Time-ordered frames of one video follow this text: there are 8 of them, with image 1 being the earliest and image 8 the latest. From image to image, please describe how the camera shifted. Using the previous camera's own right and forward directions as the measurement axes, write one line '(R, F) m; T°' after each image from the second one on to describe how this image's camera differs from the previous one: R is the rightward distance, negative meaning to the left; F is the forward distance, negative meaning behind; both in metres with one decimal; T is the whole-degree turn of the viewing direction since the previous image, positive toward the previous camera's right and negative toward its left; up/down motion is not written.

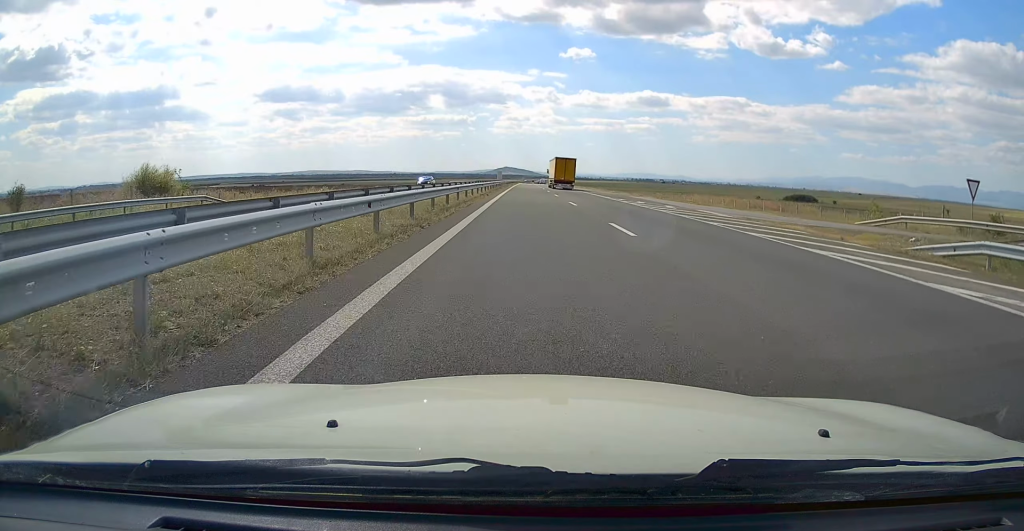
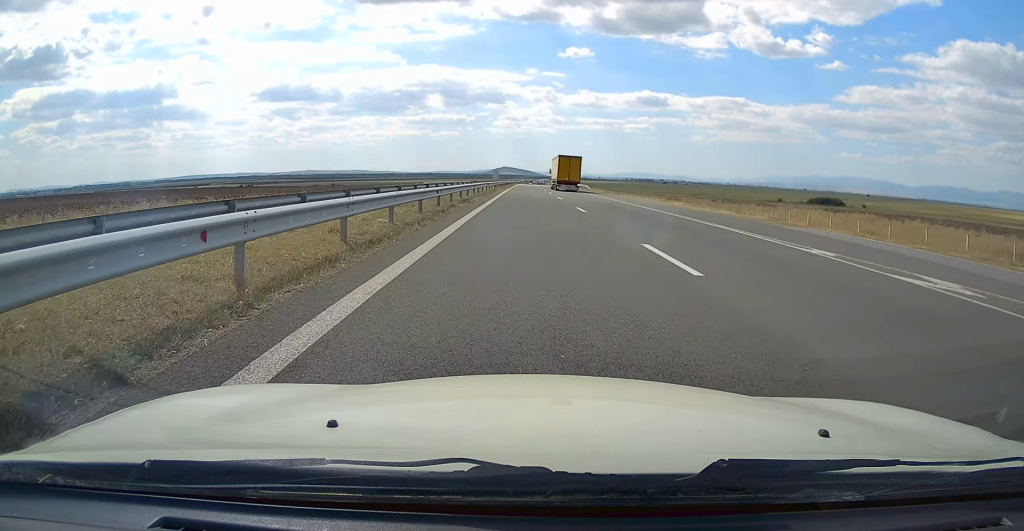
(+0.1, +38.1) m; +1°
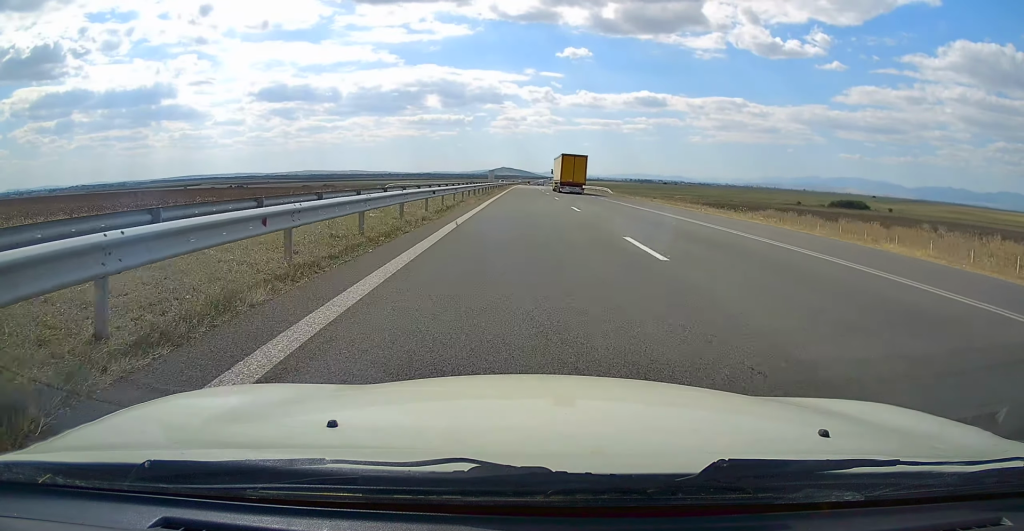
(+0.1, +31.0) m; 0°
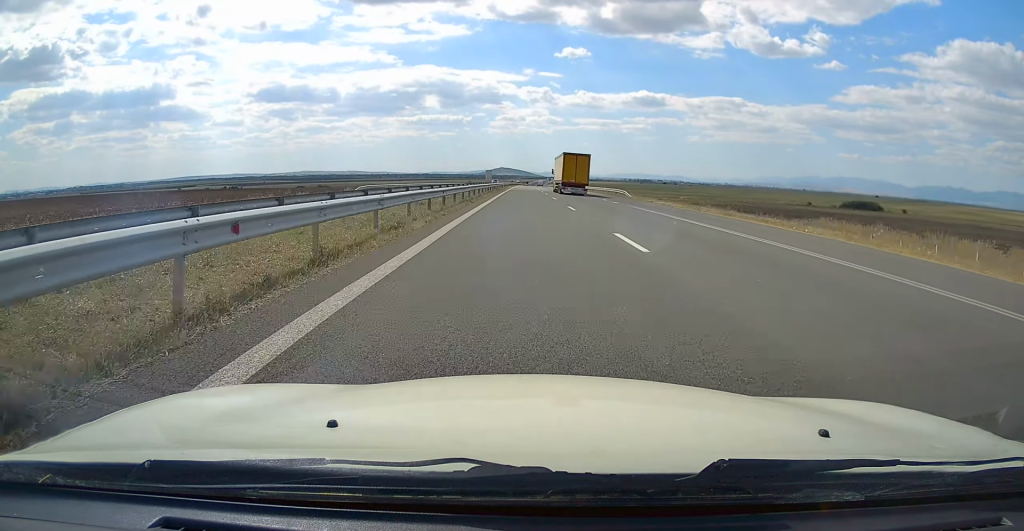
(-0.1, +15.3) m; 0°
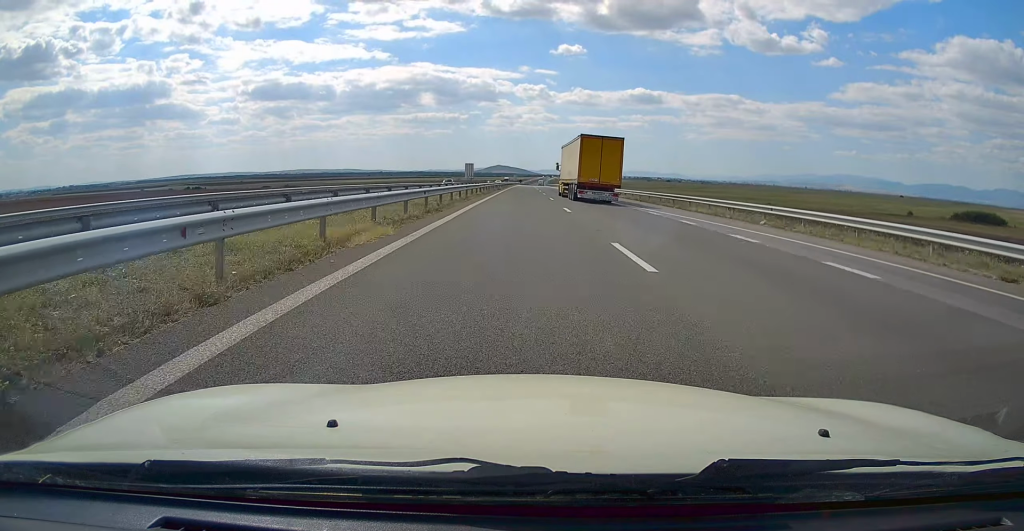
(+0.6, +110.4) m; 0°
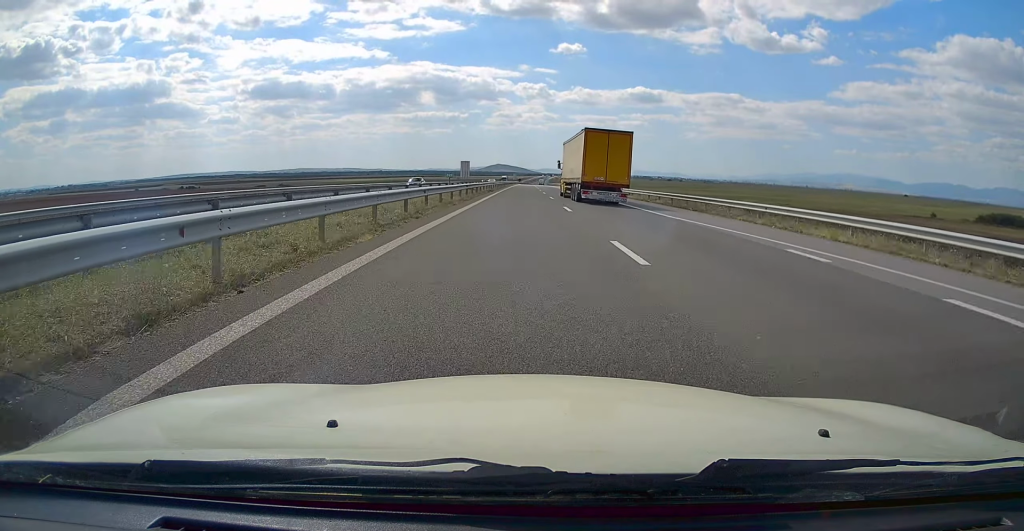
(-0.1, +19.7) m; 0°
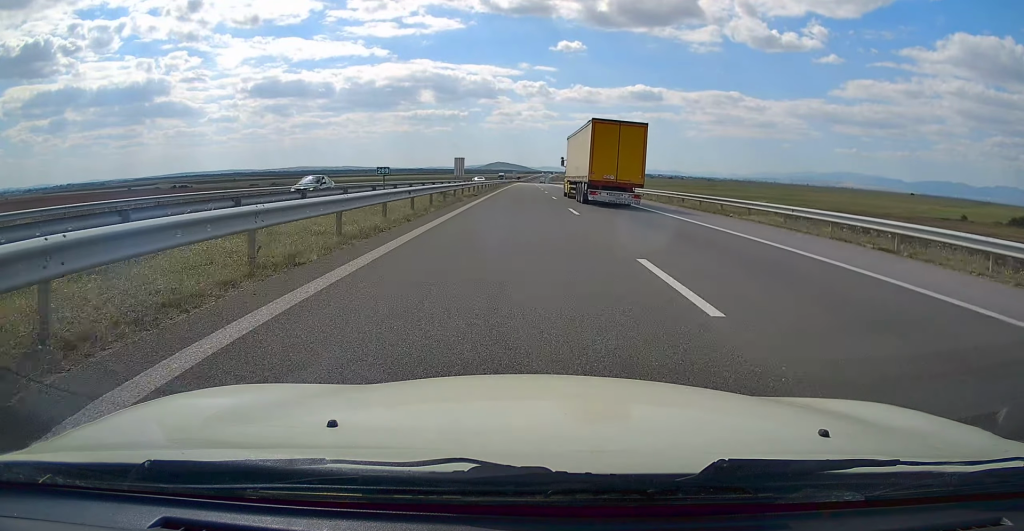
(+0.1, +21.8) m; 0°
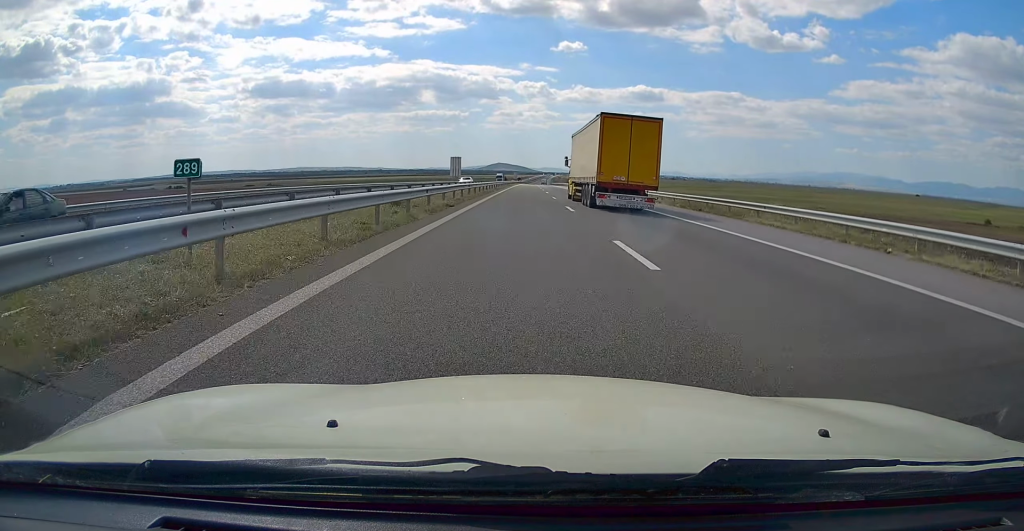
(0.0, +14.6) m; 0°
